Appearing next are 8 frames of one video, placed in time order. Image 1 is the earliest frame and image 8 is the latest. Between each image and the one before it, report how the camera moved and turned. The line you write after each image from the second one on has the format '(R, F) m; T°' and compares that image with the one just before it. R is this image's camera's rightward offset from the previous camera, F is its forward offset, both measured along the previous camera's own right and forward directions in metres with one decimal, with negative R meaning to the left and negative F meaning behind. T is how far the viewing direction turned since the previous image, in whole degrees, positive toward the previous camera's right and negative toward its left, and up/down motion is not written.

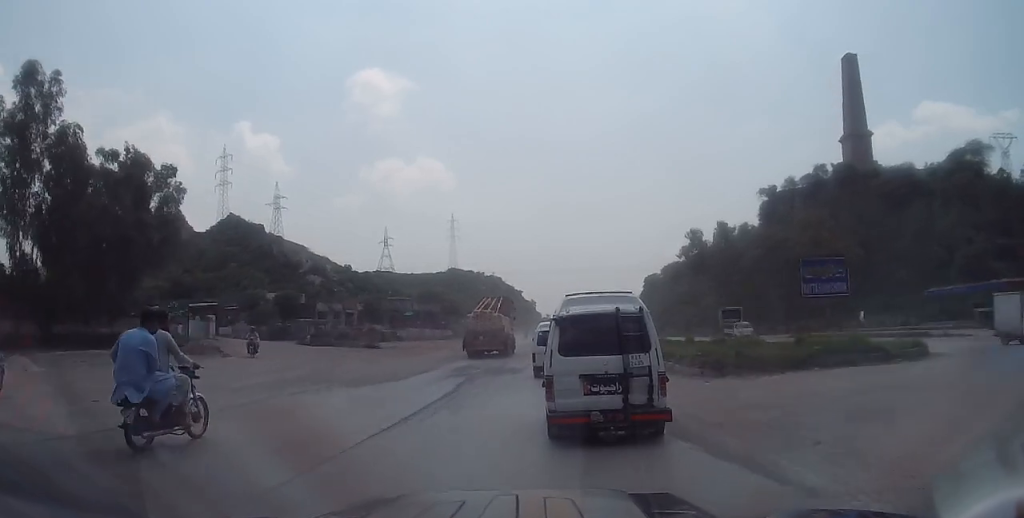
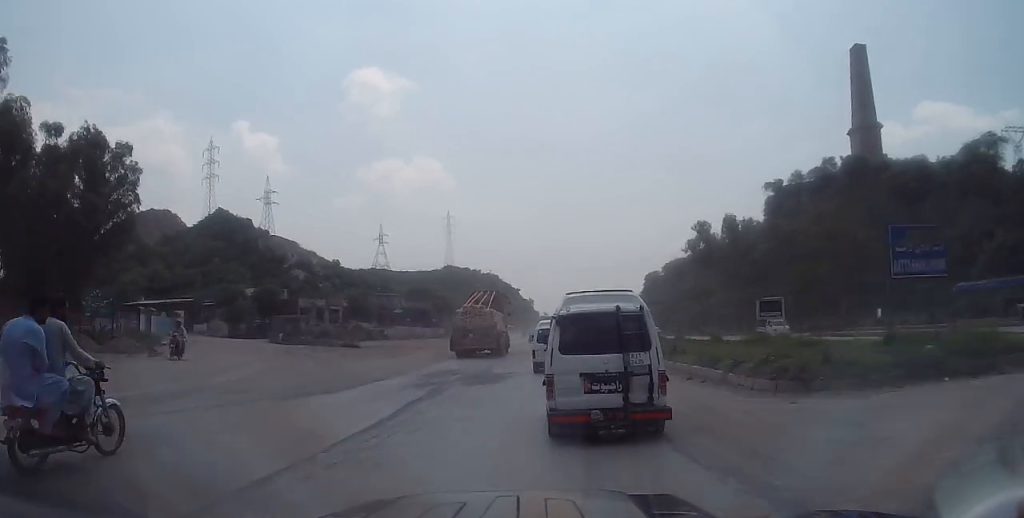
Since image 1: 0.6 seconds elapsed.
(-0.1, +6.0) m; +1°
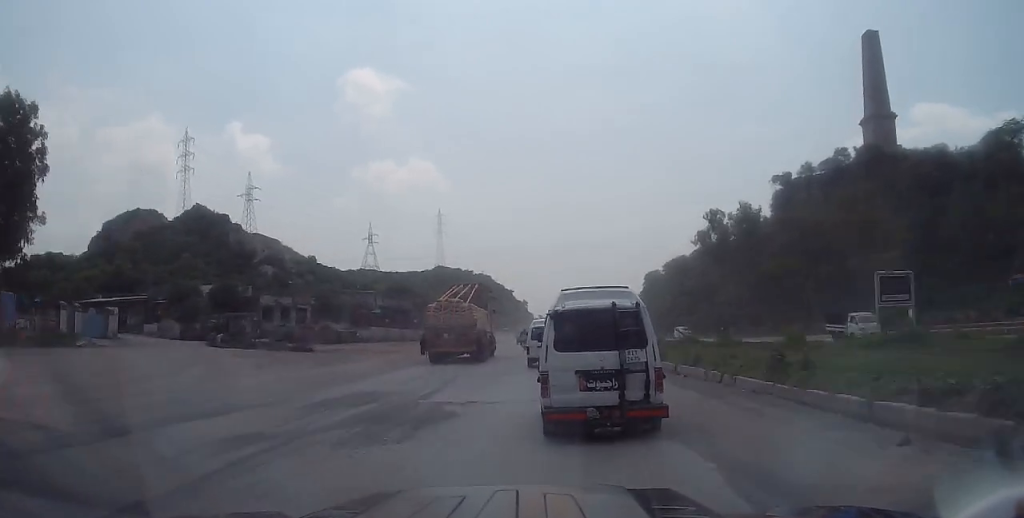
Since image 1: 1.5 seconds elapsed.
(+0.4, +9.8) m; -2°
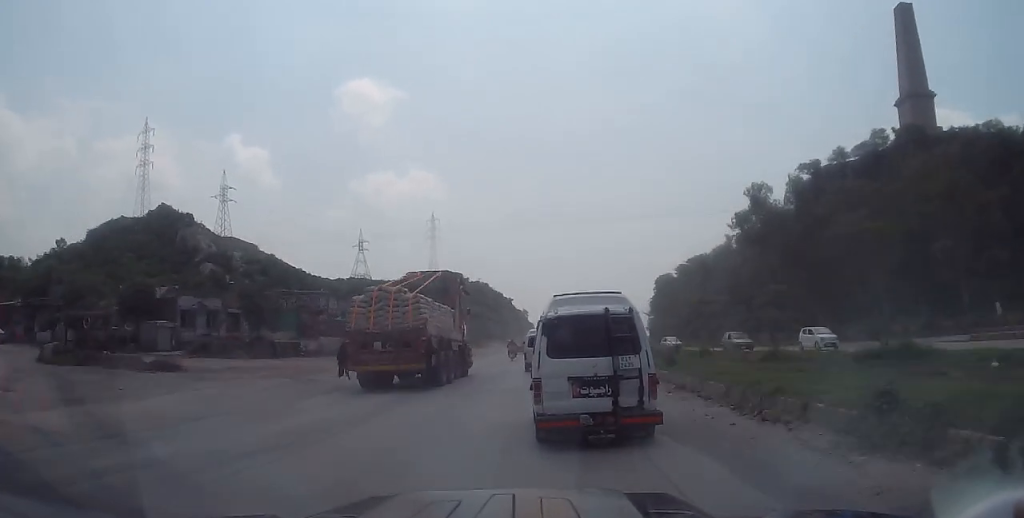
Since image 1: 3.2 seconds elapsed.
(-0.2, +17.5) m; +1°
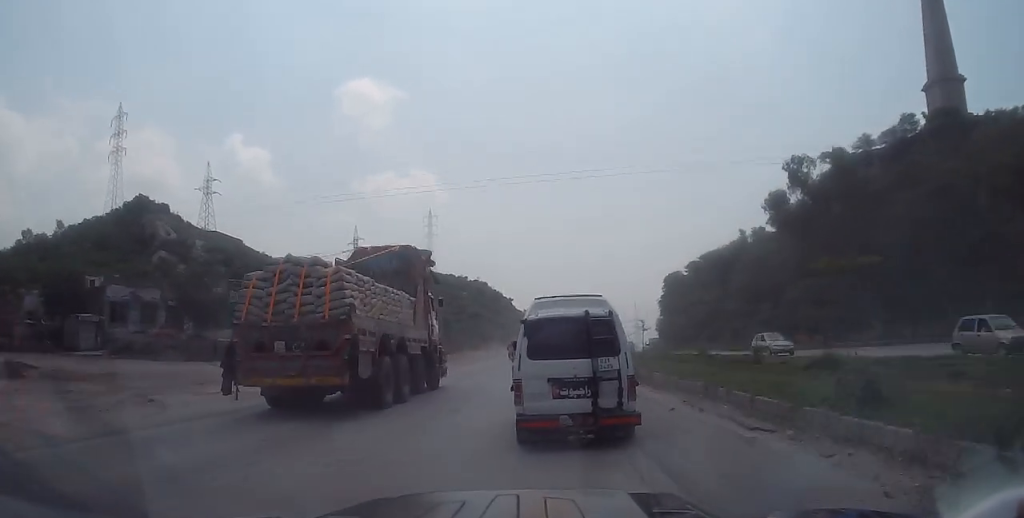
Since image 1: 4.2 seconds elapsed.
(0.0, +10.8) m; +1°
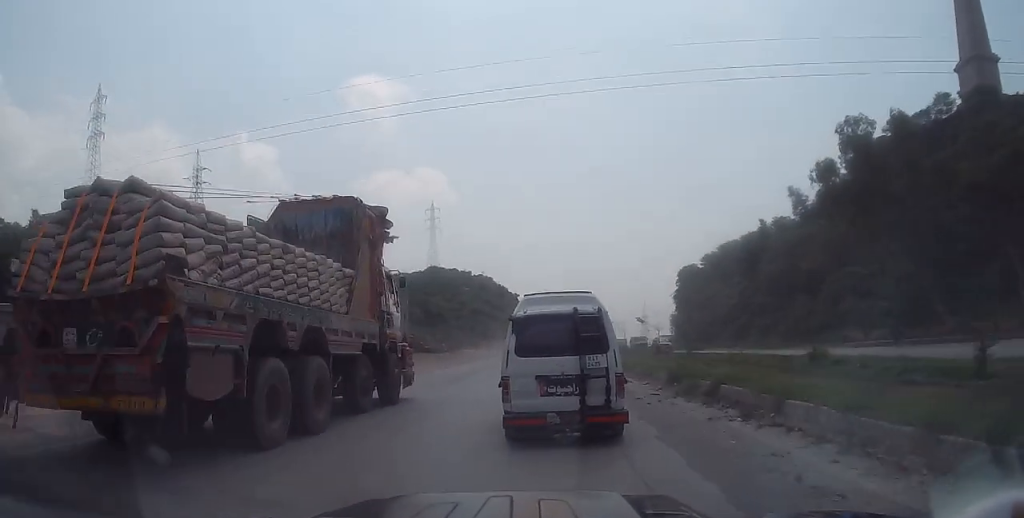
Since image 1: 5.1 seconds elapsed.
(+0.1, +9.4) m; -1°
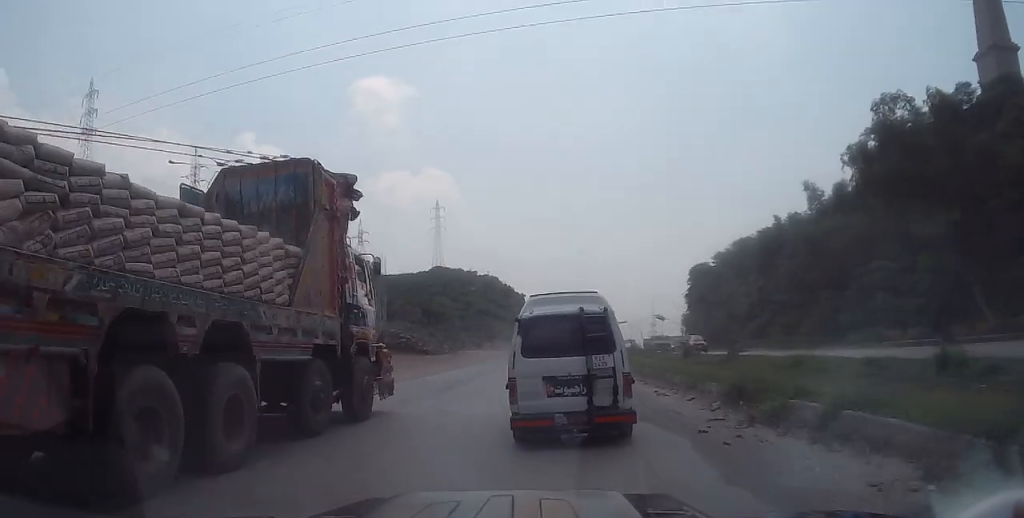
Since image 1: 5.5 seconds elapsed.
(+0.2, +4.6) m; -1°
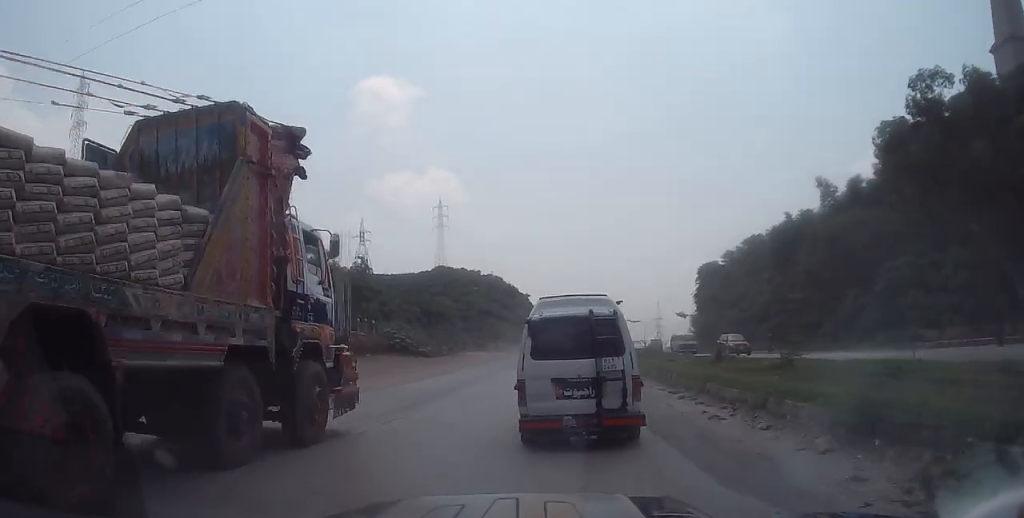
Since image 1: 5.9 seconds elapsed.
(-0.3, +4.2) m; -2°
